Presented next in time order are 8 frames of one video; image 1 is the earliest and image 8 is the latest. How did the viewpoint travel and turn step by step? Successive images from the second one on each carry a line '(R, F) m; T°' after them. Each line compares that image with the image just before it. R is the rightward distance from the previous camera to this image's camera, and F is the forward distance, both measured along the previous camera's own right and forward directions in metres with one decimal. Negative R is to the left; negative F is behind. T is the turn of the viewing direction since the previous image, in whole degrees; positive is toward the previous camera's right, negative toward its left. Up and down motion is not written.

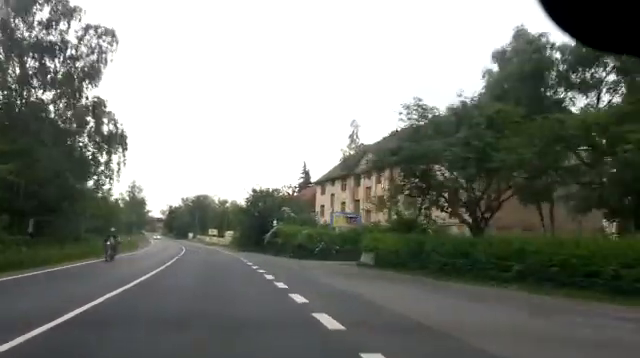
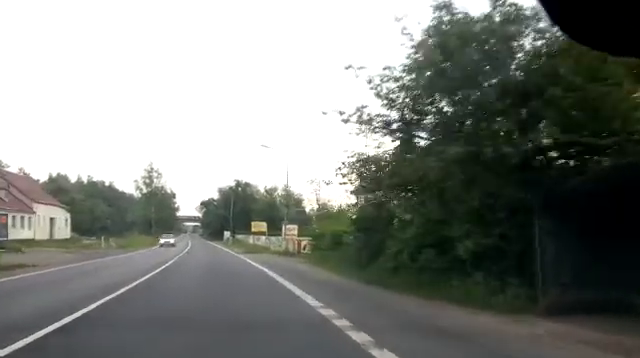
(-1.6, +44.8) m; -3°
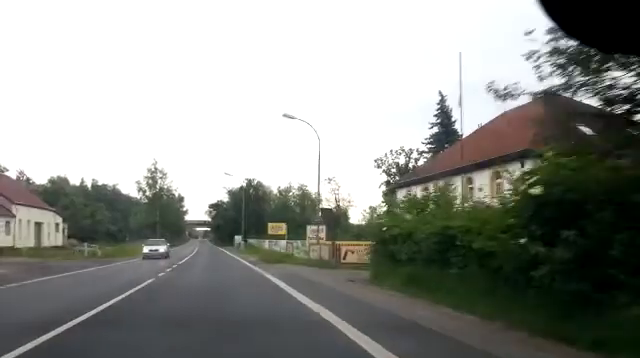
(0.0, +10.4) m; -1°
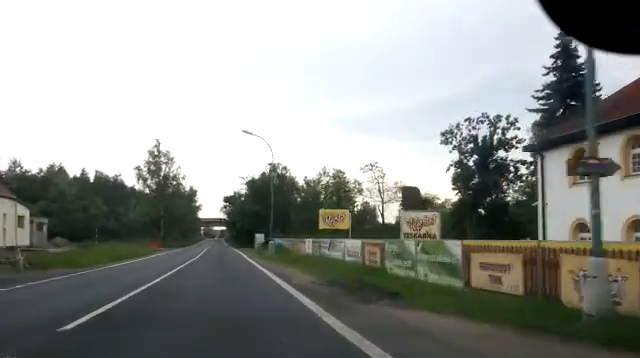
(-0.6, +20.5) m; -4°
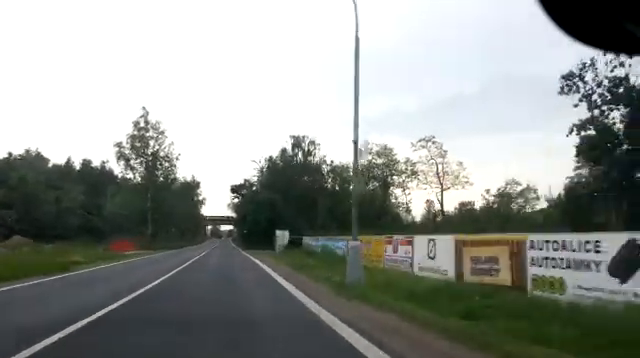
(-1.0, +21.6) m; -4°
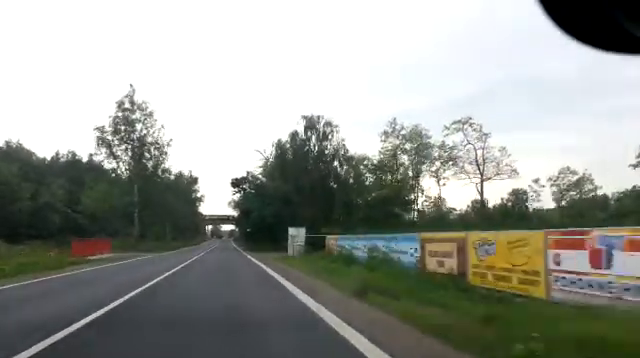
(-0.3, +10.3) m; -1°
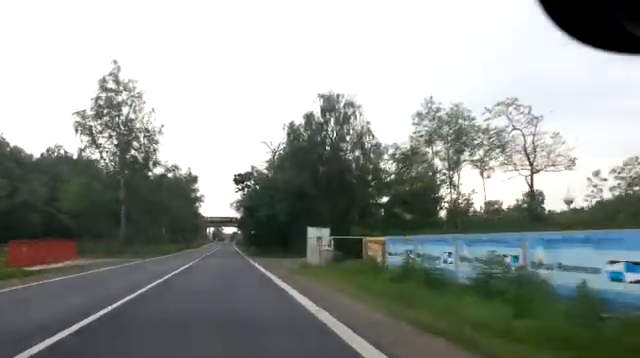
(-0.1, +8.9) m; -1°
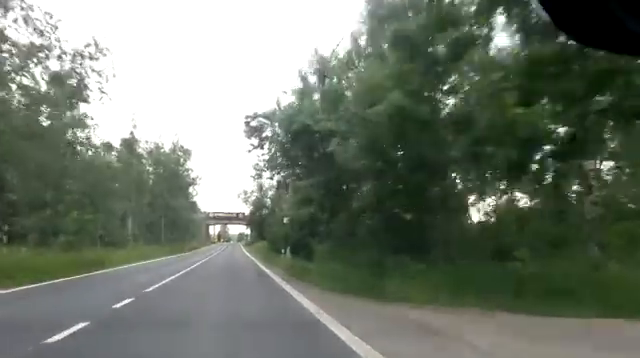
(-0.1, +34.1) m; 0°
